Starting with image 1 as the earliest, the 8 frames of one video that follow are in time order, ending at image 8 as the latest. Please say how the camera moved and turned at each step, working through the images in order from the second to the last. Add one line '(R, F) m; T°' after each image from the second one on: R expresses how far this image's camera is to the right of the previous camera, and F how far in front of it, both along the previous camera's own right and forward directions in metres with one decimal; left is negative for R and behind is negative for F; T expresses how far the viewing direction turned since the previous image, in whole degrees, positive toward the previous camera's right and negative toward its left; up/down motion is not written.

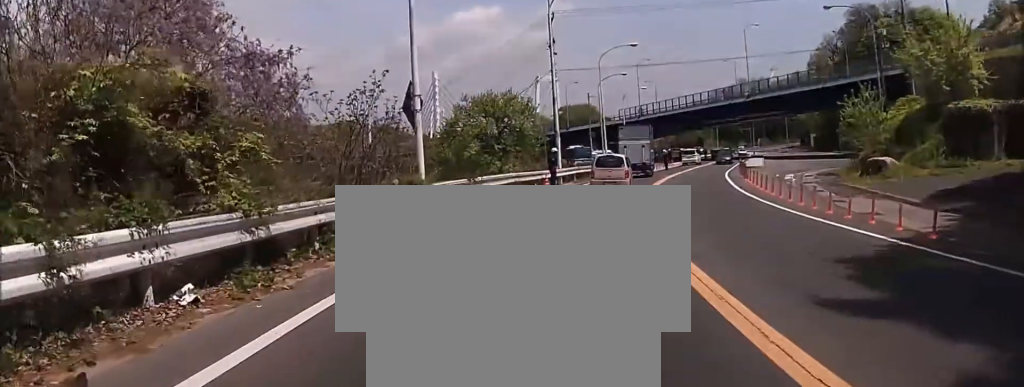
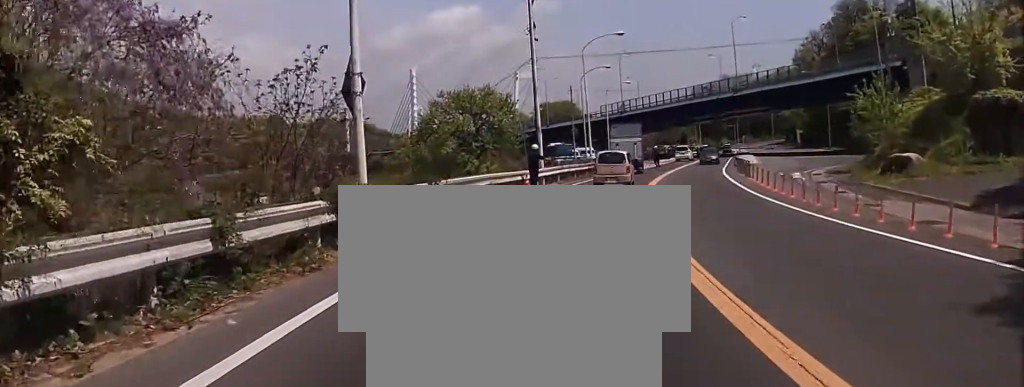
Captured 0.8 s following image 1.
(+0.2, +4.1) m; +7°
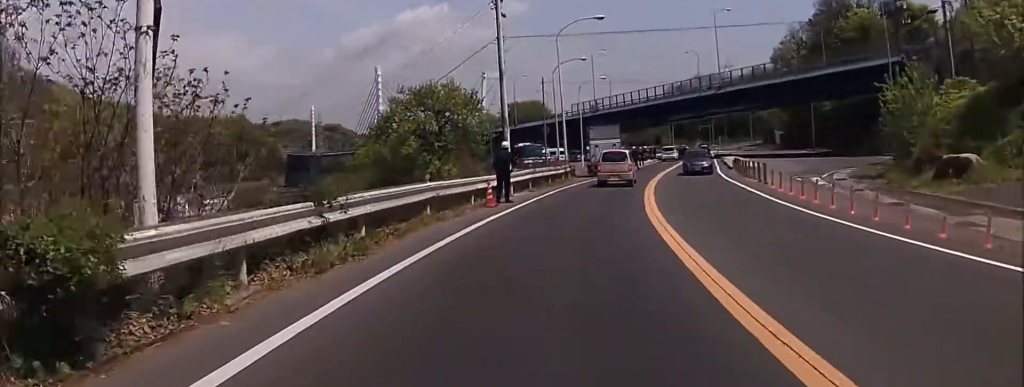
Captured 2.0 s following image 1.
(+0.3, +6.5) m; -1°
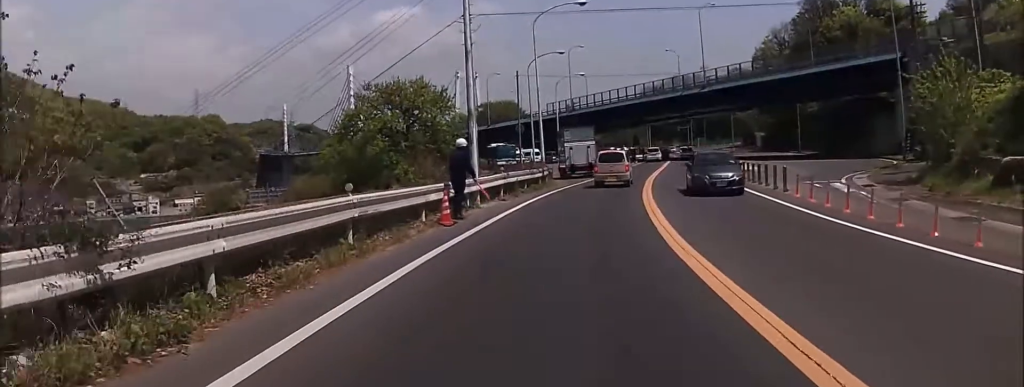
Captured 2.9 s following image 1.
(-0.2, +5.1) m; 0°
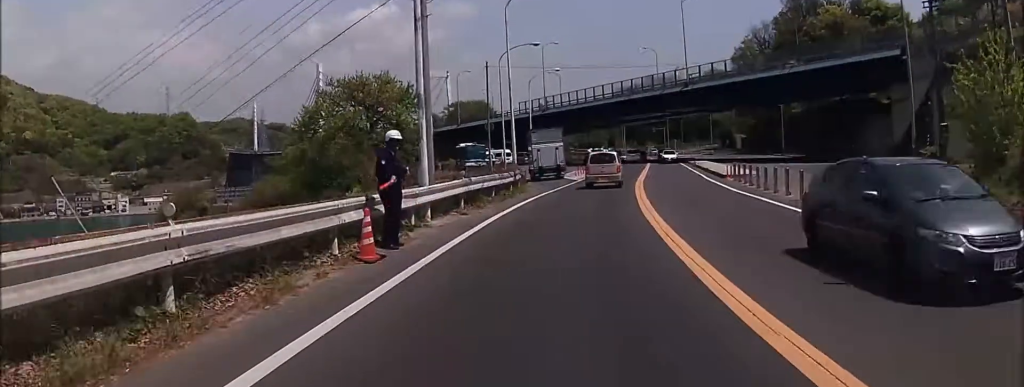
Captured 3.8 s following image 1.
(+0.3, +5.1) m; +4°
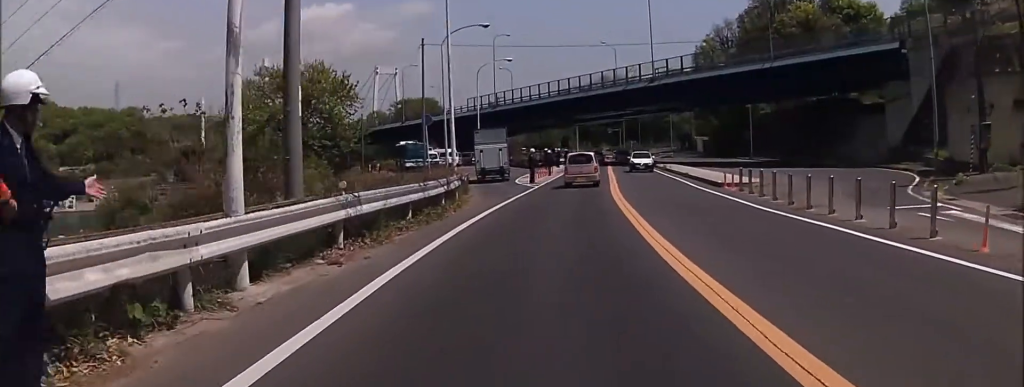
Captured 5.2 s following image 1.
(+0.5, +7.7) m; +5°
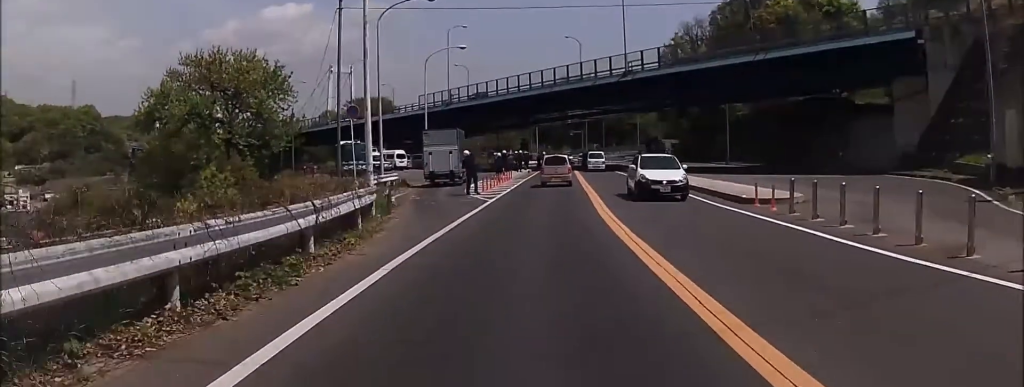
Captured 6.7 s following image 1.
(-0.2, +8.3) m; 0°
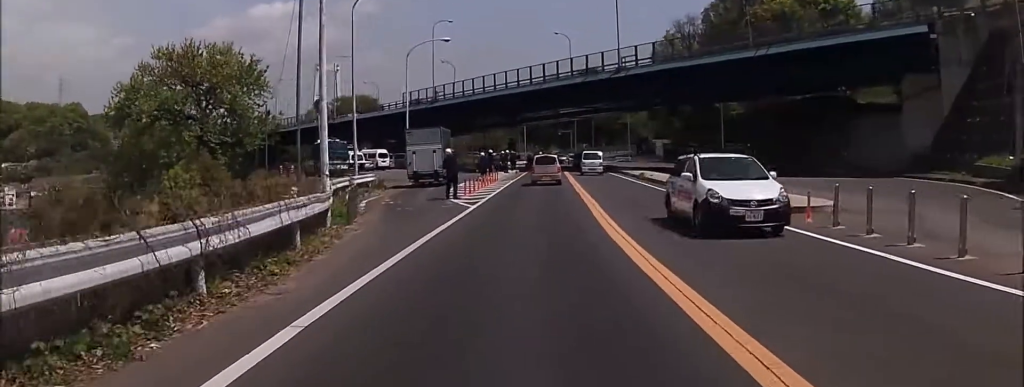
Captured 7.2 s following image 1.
(+0.3, +3.1) m; 0°
